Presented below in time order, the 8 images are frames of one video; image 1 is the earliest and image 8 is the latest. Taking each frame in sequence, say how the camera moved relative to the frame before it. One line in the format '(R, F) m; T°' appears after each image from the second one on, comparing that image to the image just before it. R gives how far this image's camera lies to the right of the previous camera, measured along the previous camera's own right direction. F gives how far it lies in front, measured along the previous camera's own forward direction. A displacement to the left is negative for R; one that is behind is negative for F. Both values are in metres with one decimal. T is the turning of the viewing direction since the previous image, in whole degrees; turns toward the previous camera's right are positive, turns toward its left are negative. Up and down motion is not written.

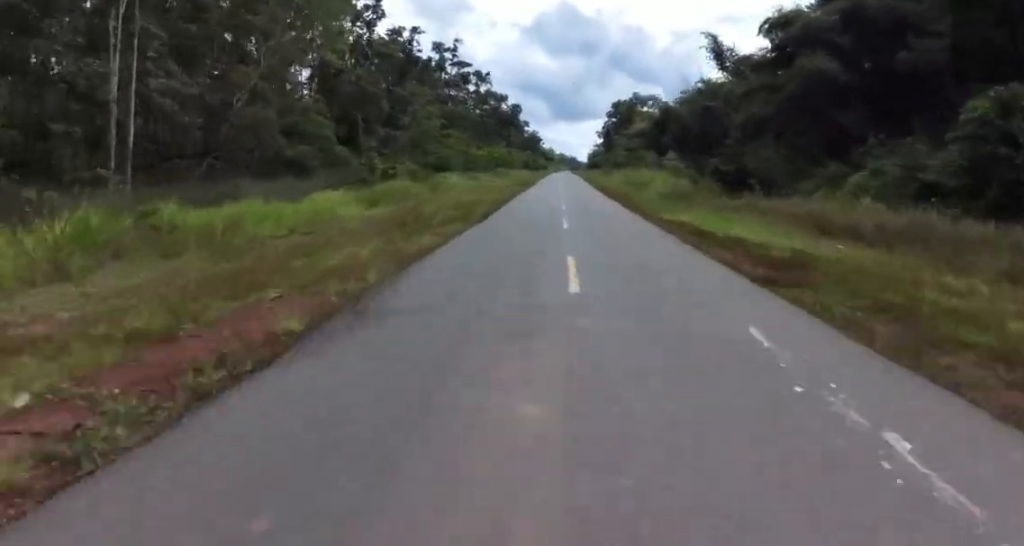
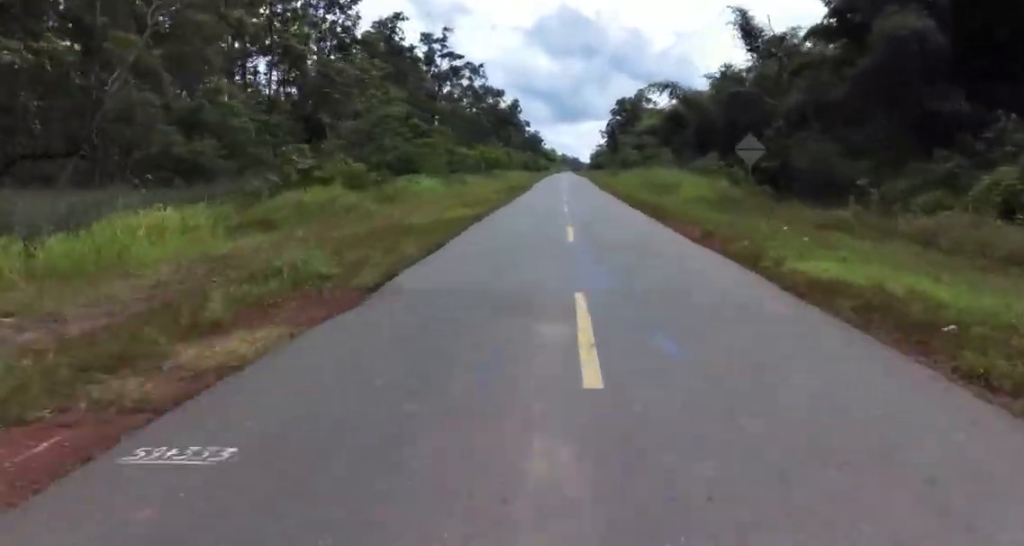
(+0.4, +12.5) m; 0°
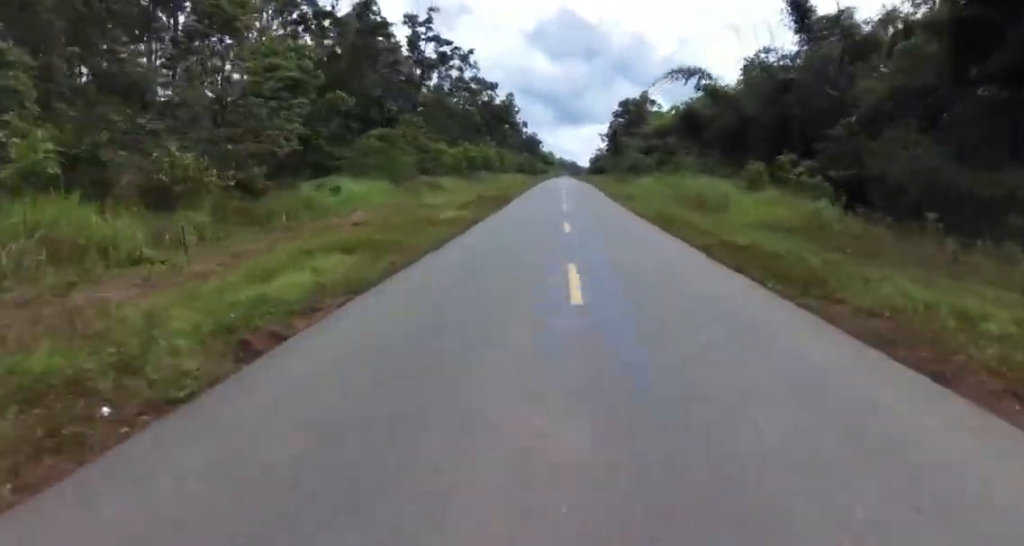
(0.0, +13.4) m; 0°
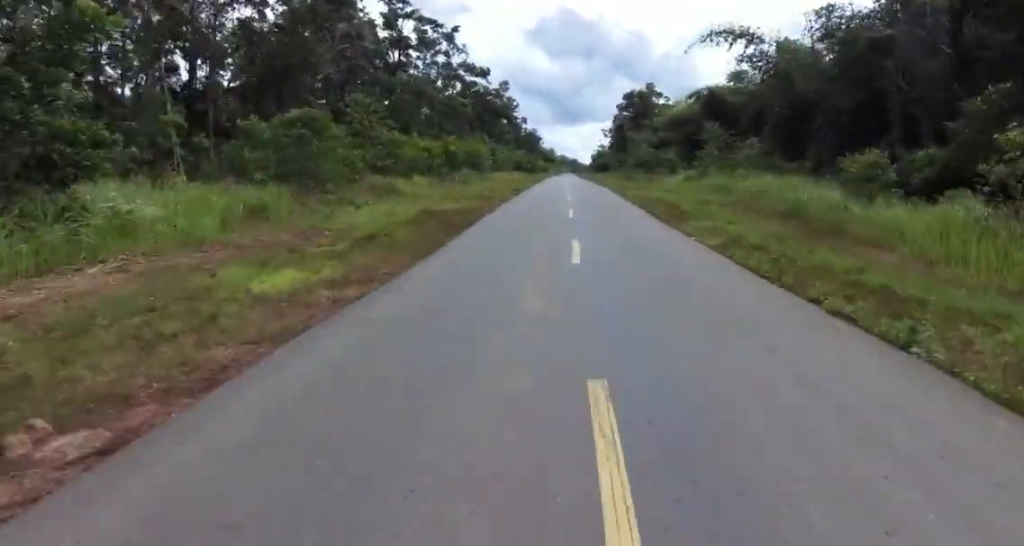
(-0.4, +15.7) m; 0°
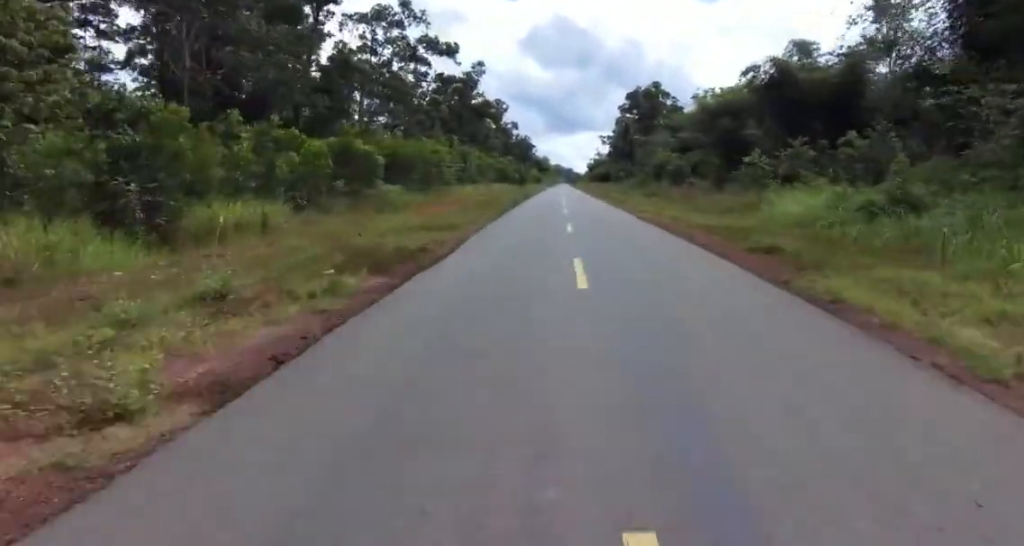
(+0.7, +27.0) m; +2°
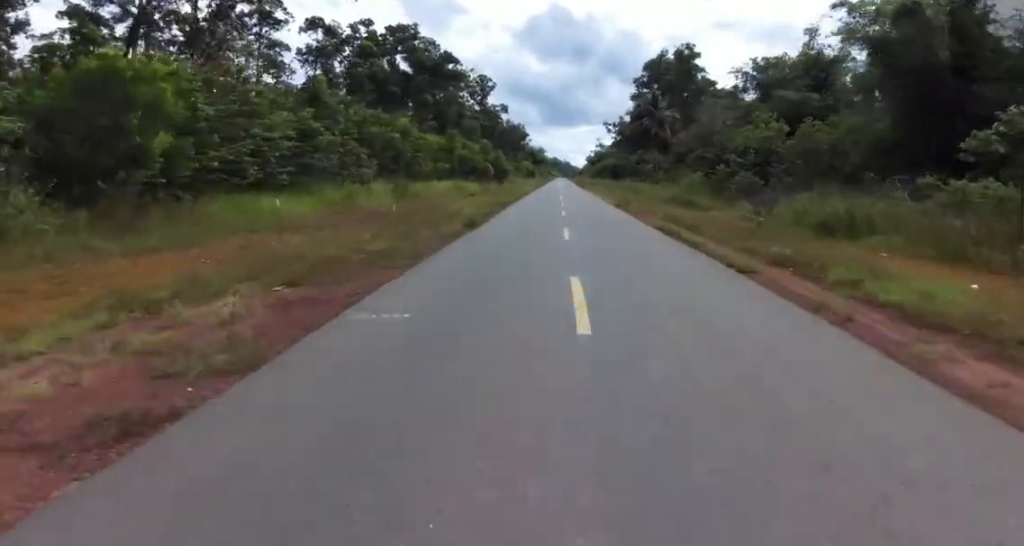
(+1.1, +44.5) m; +3°
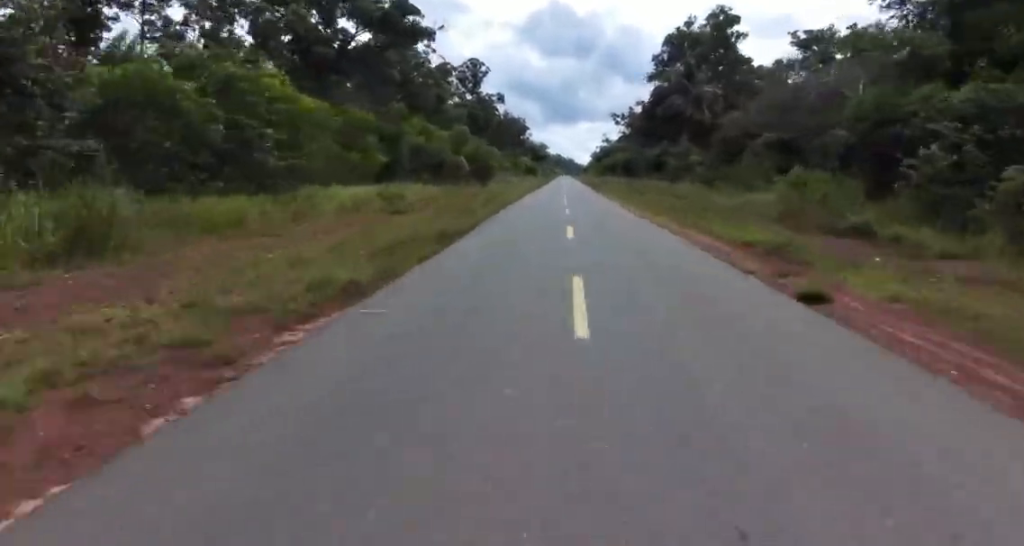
(0.0, +25.4) m; 0°
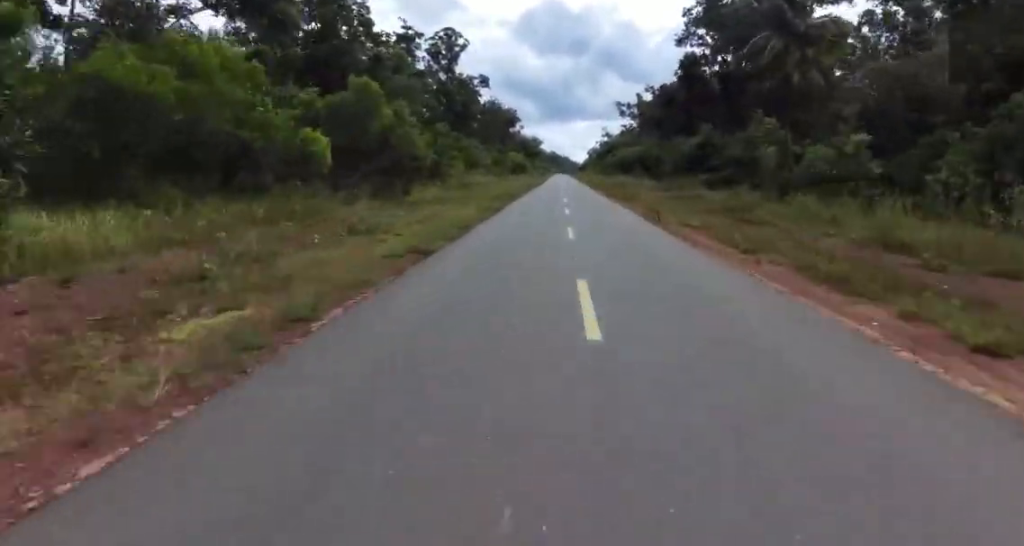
(0.0, +34.6) m; 0°
